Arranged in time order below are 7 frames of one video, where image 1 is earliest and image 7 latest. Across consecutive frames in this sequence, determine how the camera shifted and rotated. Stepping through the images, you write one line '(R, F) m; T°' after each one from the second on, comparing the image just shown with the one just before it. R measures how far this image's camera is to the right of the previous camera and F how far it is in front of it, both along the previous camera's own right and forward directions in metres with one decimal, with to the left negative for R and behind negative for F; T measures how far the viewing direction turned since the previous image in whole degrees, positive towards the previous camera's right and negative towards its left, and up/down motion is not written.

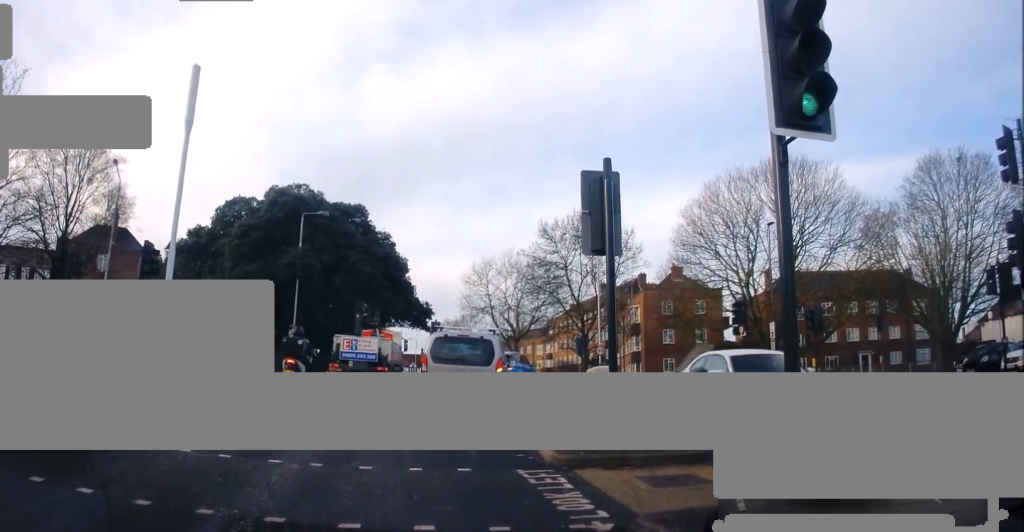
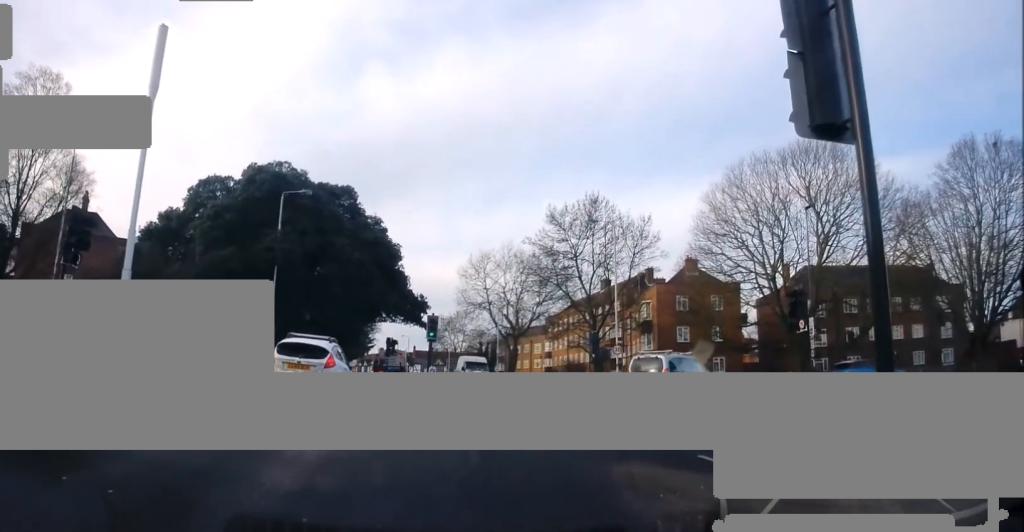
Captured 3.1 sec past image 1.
(-0.1, +0.5) m; 0°
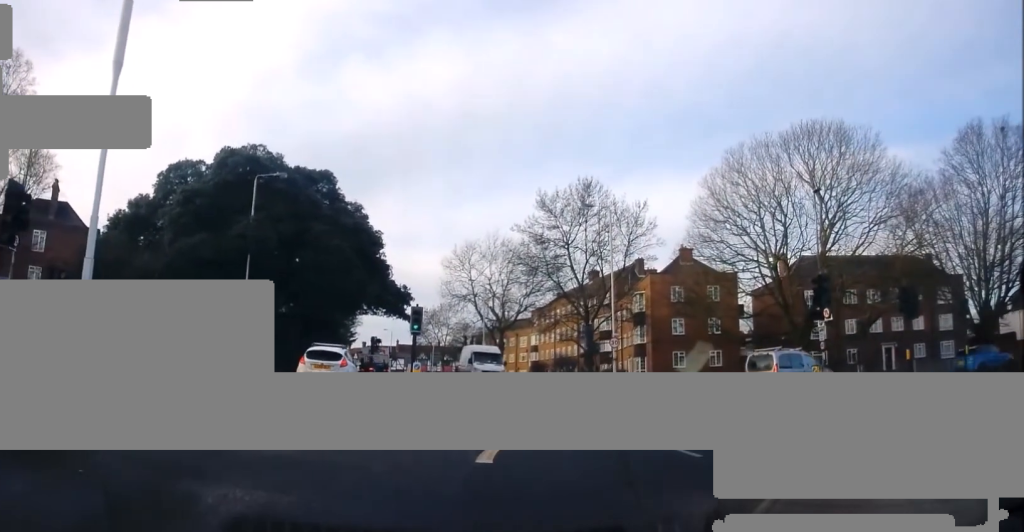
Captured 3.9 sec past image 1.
(+0.1, +0.6) m; +6°
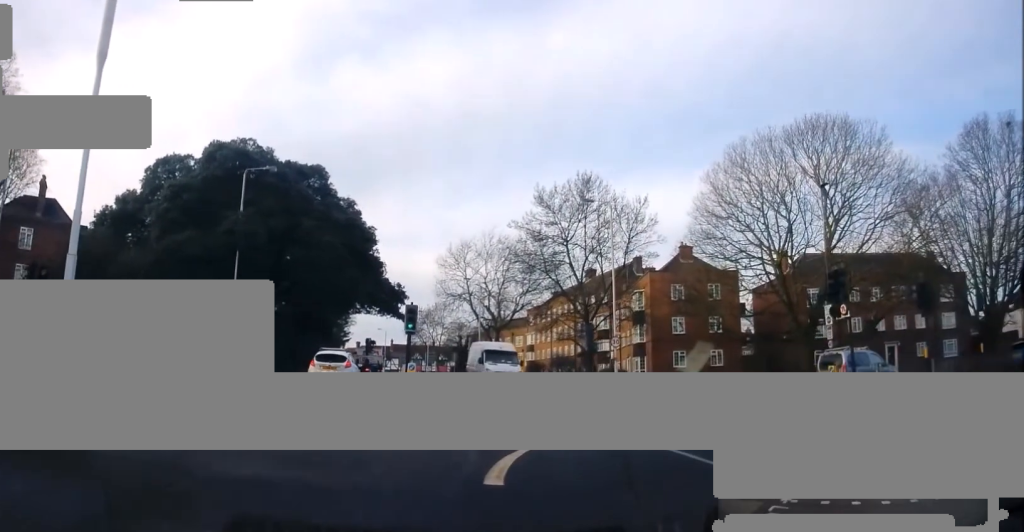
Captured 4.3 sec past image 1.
(0.0, +0.6) m; +6°
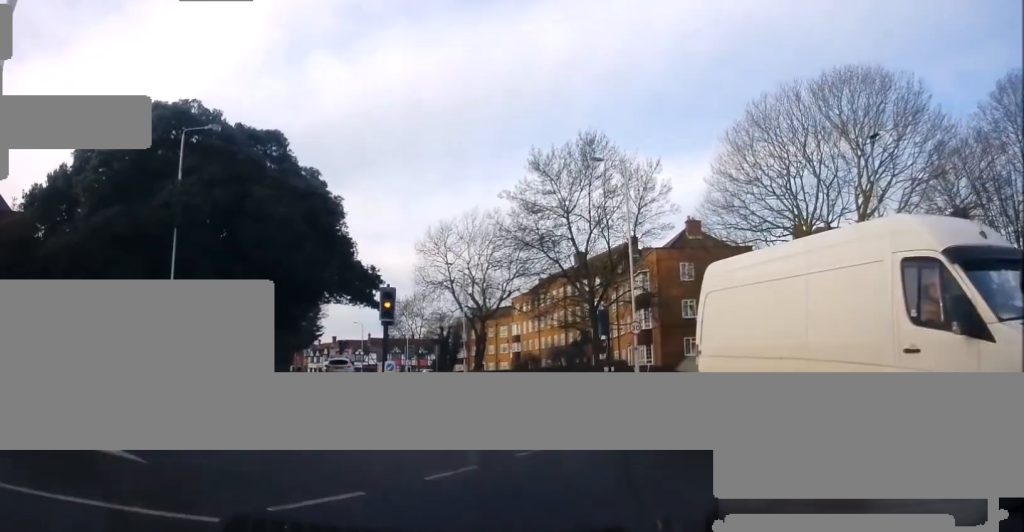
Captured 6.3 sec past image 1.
(-0.1, +6.4) m; -4°
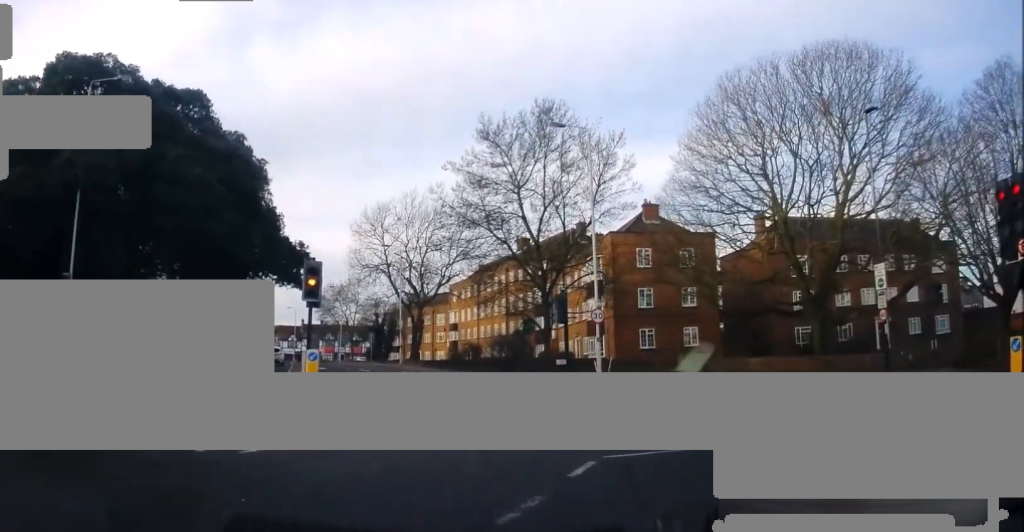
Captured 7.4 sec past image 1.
(+0.1, +4.0) m; +15°
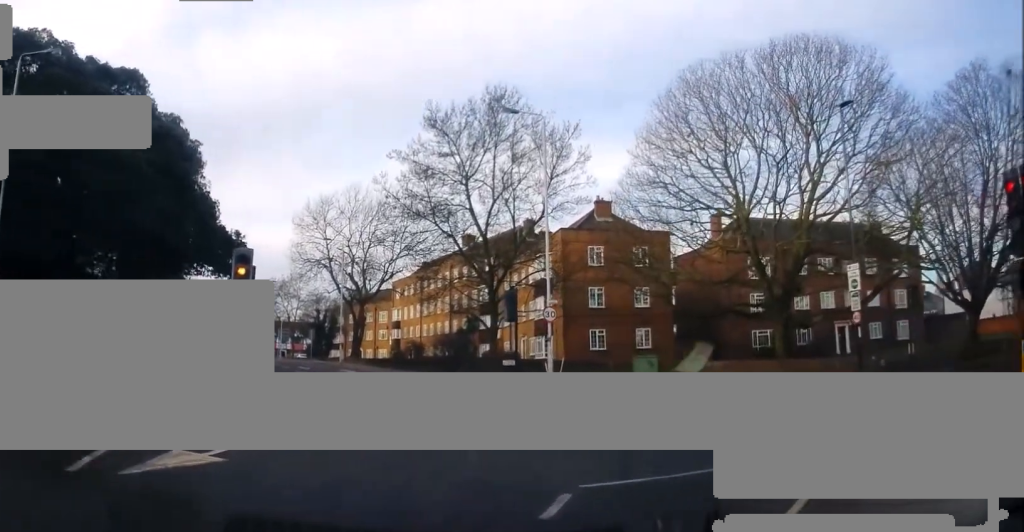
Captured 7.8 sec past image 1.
(+0.2, +1.8) m; +4°
